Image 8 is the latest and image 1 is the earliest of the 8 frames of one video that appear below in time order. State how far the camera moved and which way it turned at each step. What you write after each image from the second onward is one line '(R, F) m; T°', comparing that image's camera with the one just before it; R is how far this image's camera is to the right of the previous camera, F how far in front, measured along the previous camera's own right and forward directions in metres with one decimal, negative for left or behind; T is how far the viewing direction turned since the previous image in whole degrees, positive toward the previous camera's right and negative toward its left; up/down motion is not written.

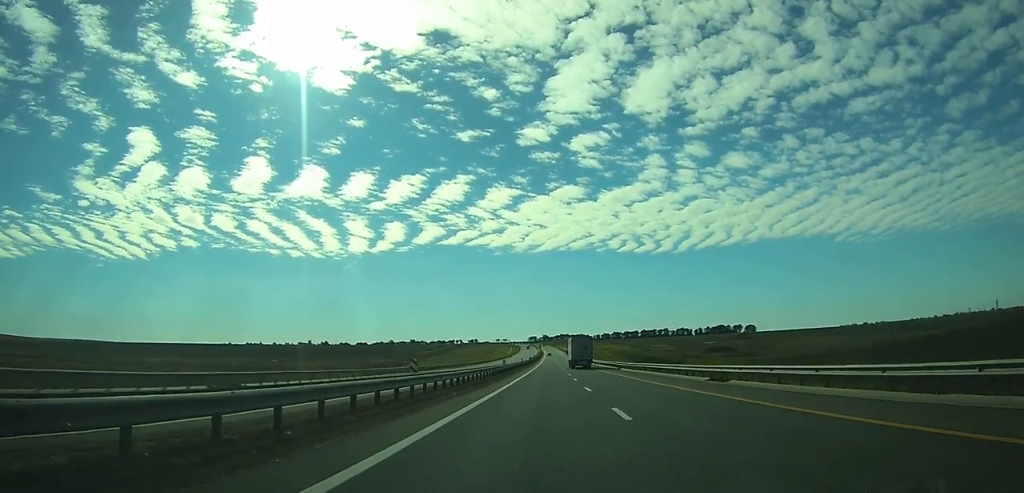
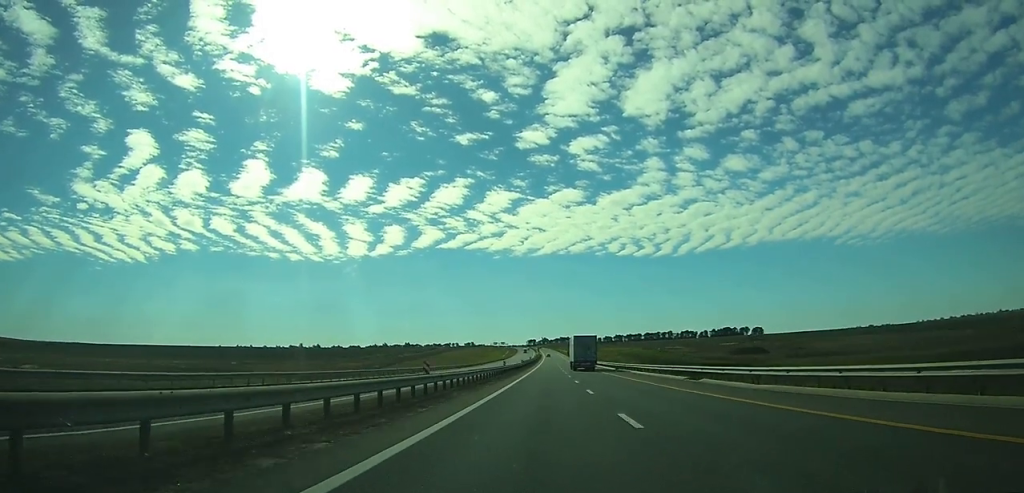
(+0.1, +37.4) m; 0°
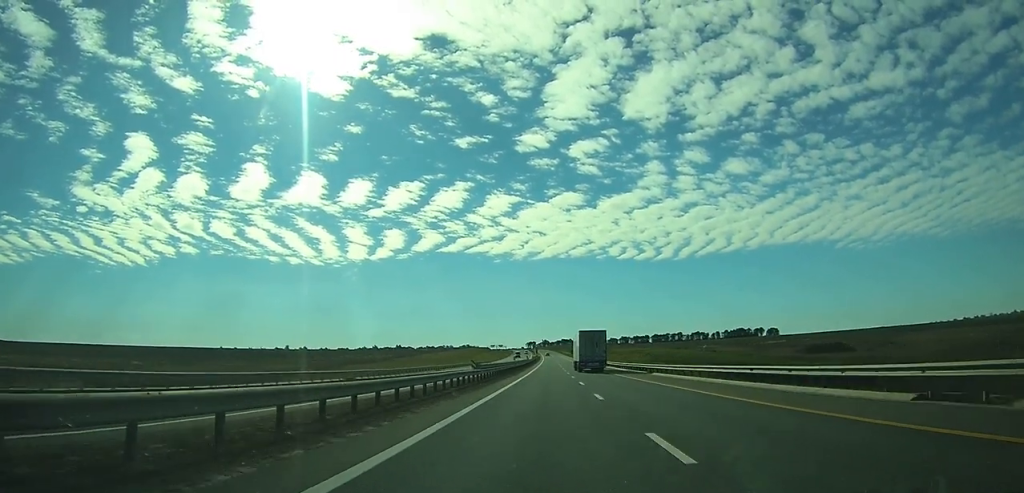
(0.0, +64.0) m; 0°
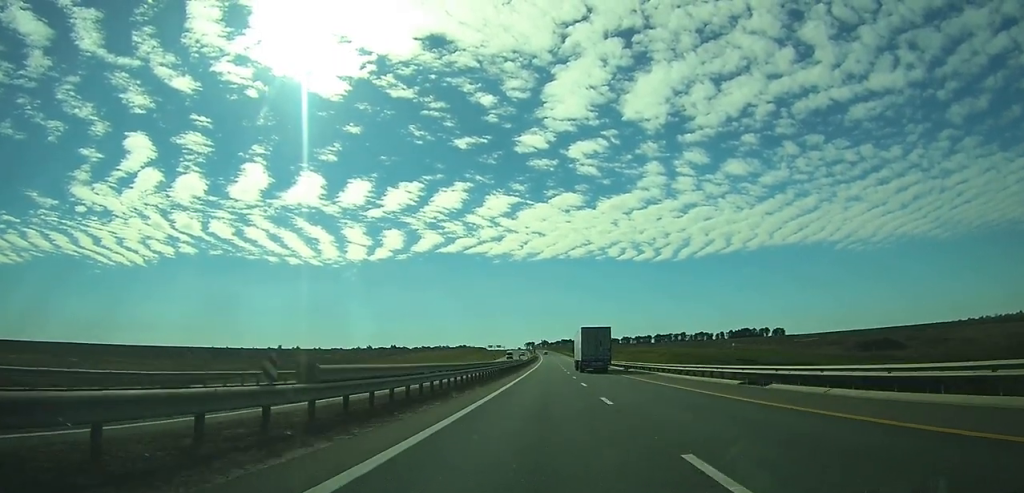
(0.0, +26.5) m; 0°
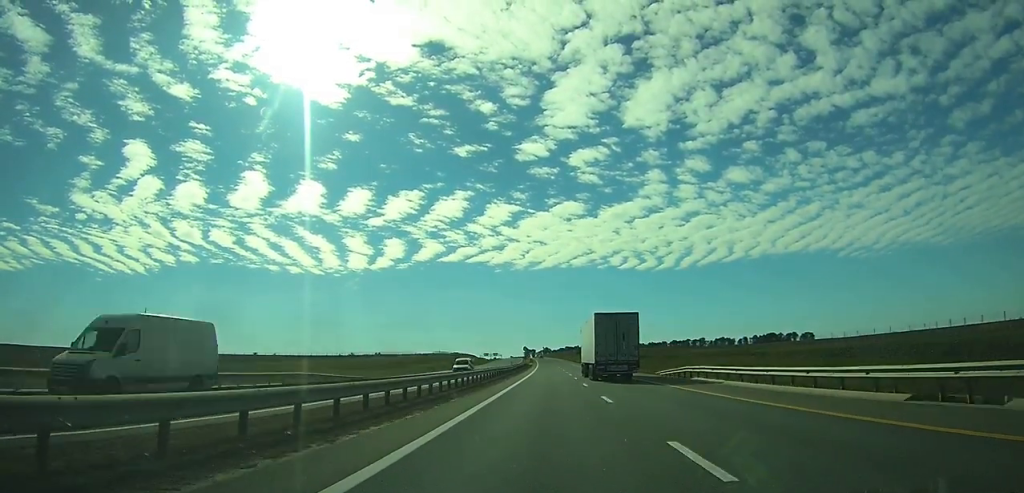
(-0.1, +94.8) m; 0°
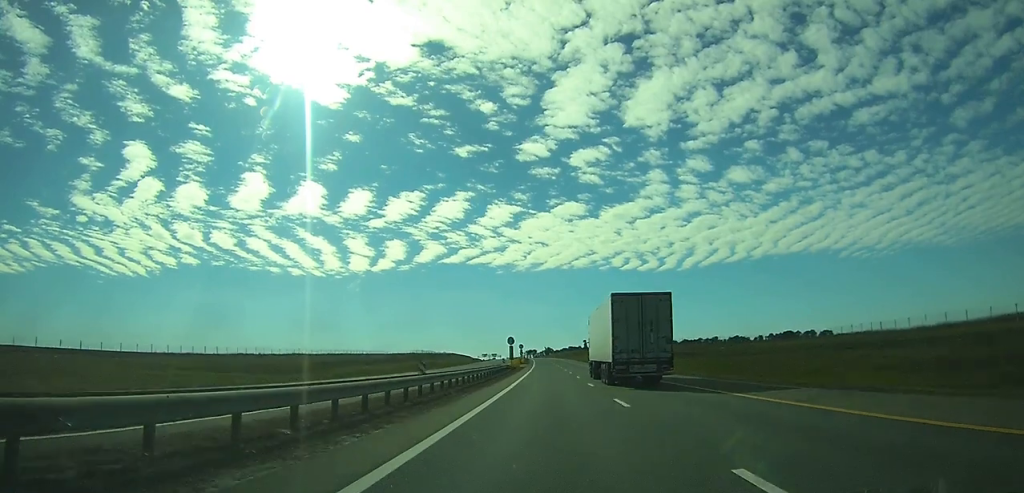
(-0.1, +50.5) m; 0°
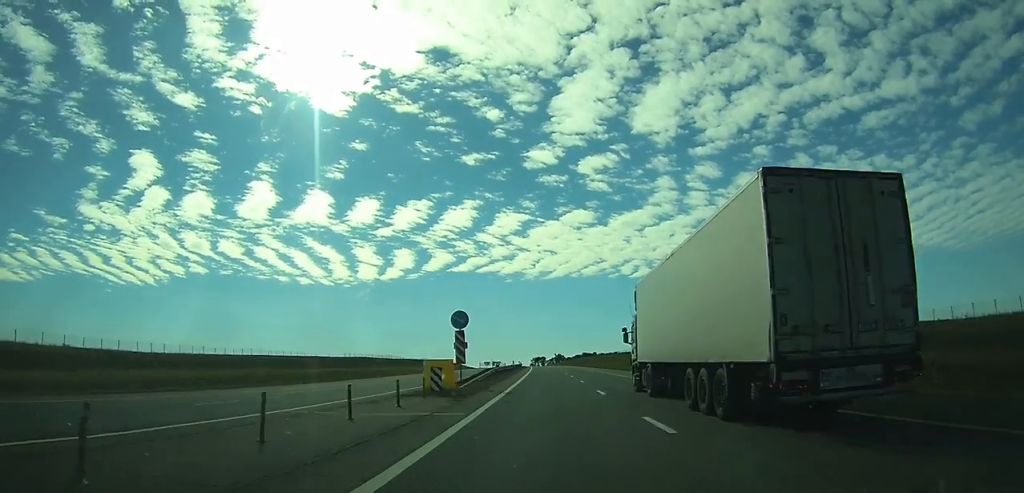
(-0.6, +89.3) m; -1°
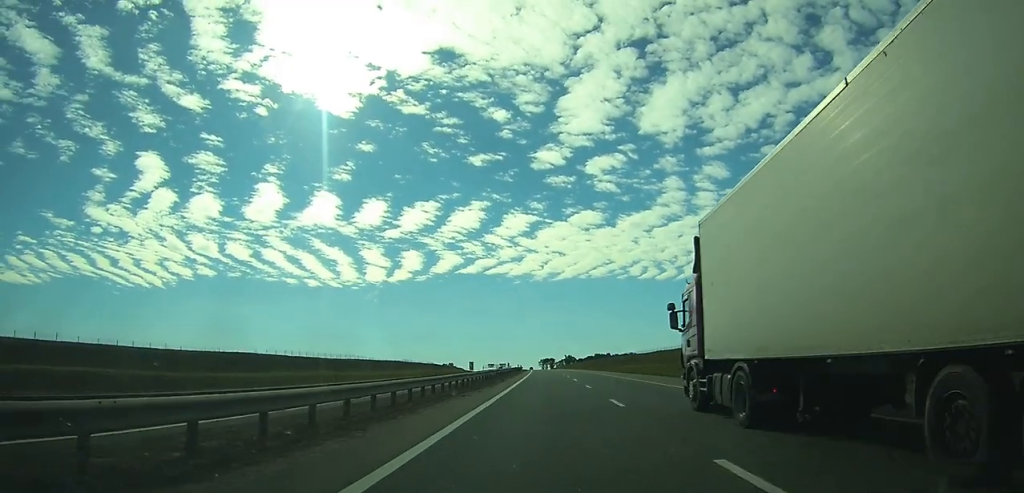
(-0.2, +53.8) m; 0°
